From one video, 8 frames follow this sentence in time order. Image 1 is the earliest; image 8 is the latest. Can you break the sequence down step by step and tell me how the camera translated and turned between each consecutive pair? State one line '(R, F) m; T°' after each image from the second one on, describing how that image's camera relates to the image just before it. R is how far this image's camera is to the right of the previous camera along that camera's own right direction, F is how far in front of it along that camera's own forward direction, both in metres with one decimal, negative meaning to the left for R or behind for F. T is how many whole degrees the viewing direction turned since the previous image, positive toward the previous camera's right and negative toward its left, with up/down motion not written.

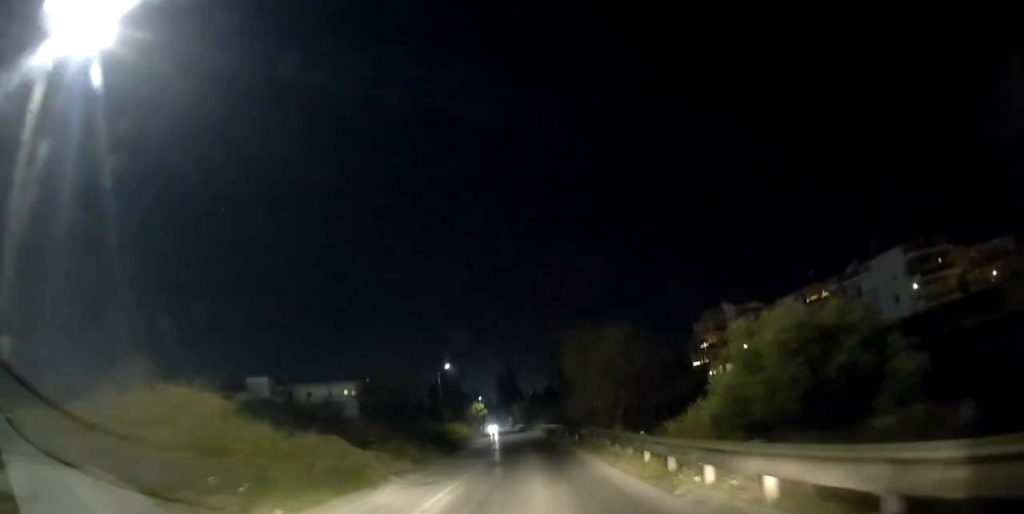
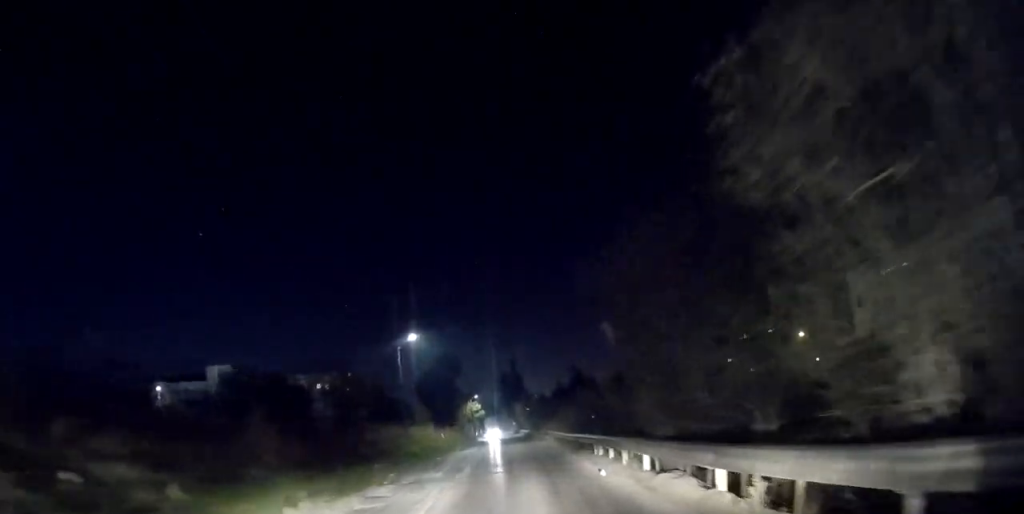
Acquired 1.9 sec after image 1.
(-0.3, +20.1) m; +1°
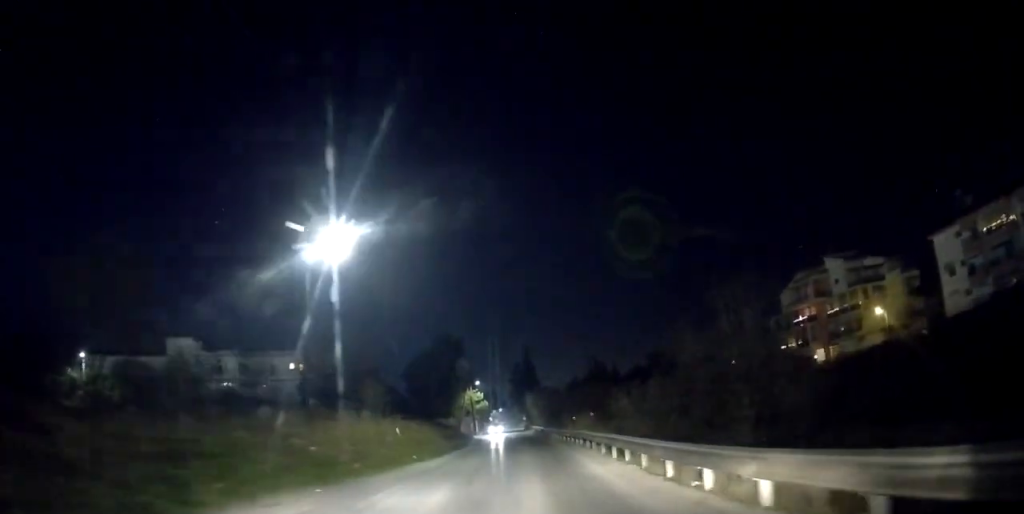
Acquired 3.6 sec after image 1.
(-0.2, +18.1) m; -3°
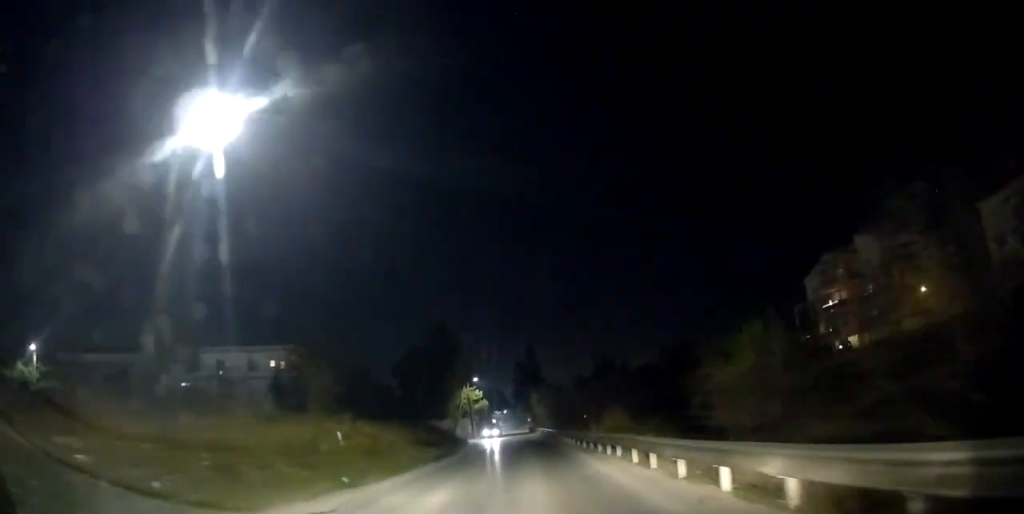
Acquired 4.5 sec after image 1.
(-0.2, +8.7) m; -1°
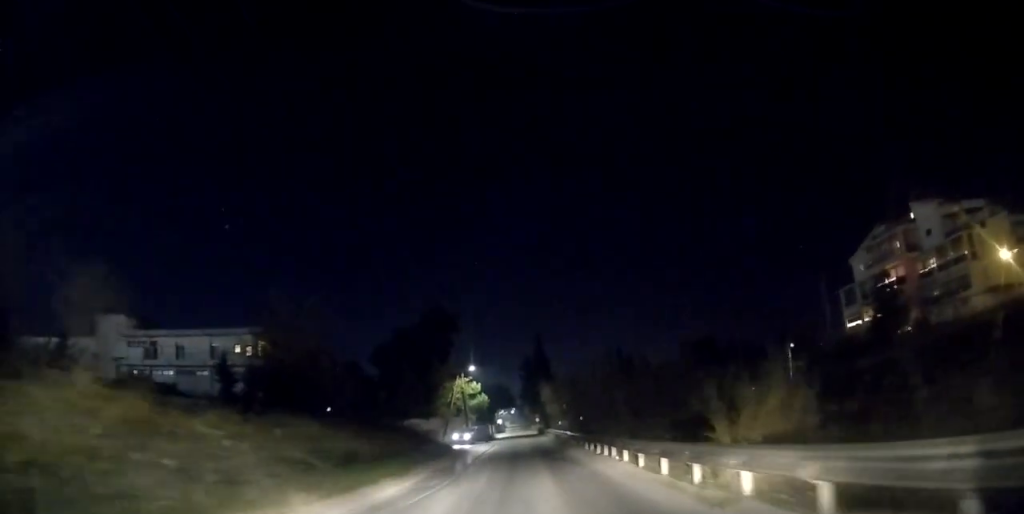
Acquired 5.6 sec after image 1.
(0.0, +12.3) m; 0°
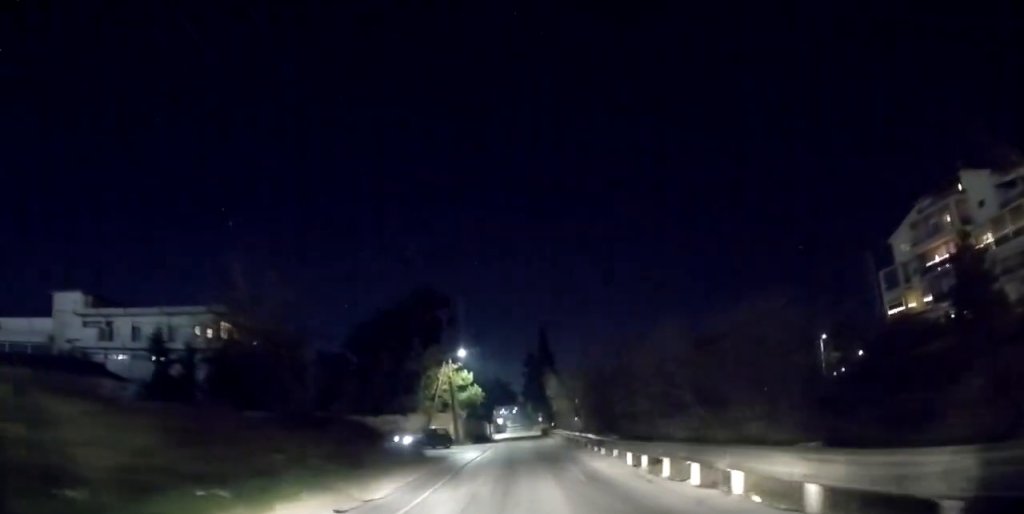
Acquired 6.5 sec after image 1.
(0.0, +9.5) m; 0°
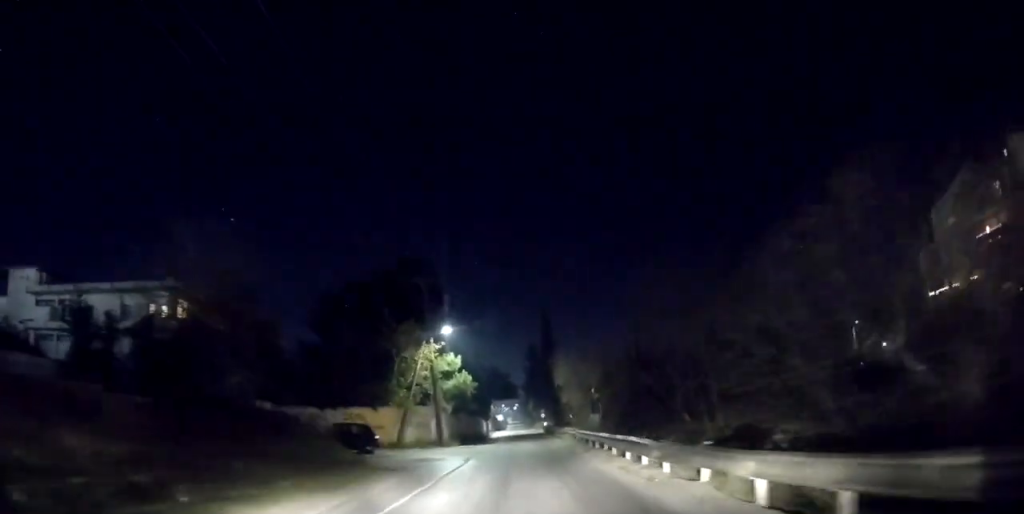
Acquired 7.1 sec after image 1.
(-0.1, +8.3) m; +1°
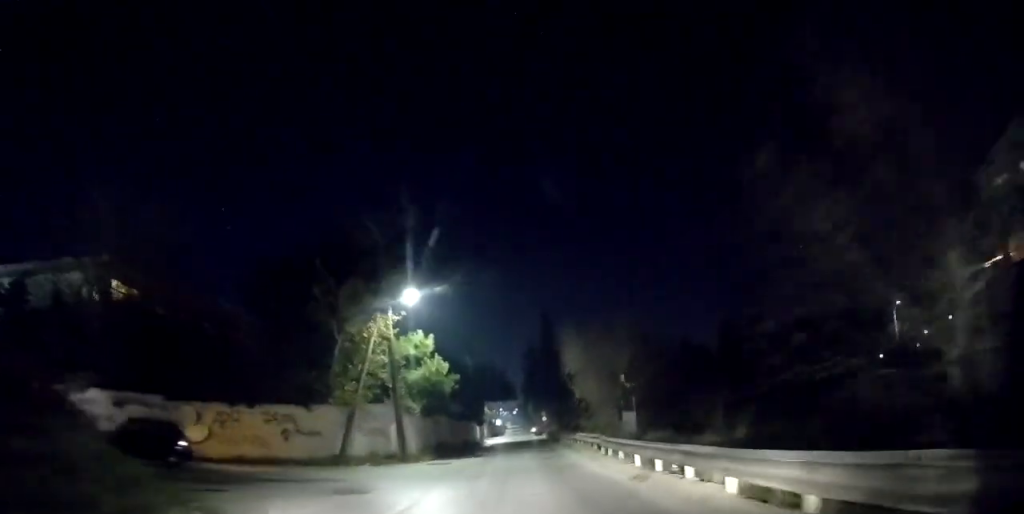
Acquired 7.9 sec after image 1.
(+0.3, +9.7) m; 0°
